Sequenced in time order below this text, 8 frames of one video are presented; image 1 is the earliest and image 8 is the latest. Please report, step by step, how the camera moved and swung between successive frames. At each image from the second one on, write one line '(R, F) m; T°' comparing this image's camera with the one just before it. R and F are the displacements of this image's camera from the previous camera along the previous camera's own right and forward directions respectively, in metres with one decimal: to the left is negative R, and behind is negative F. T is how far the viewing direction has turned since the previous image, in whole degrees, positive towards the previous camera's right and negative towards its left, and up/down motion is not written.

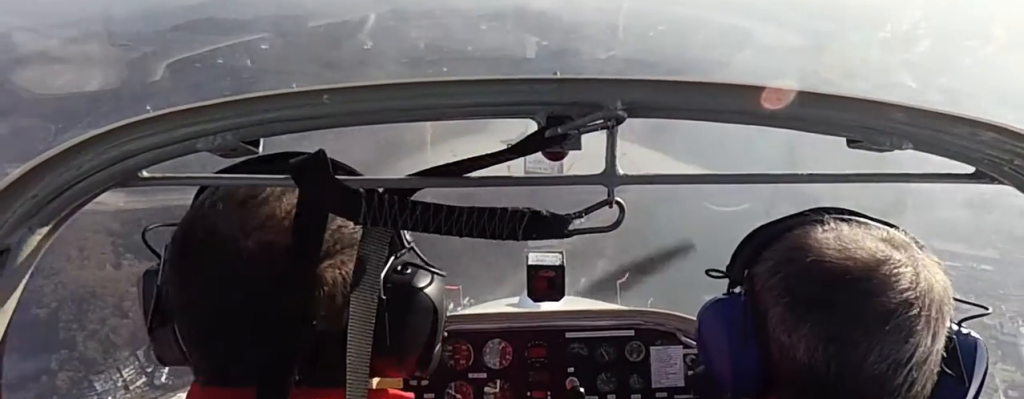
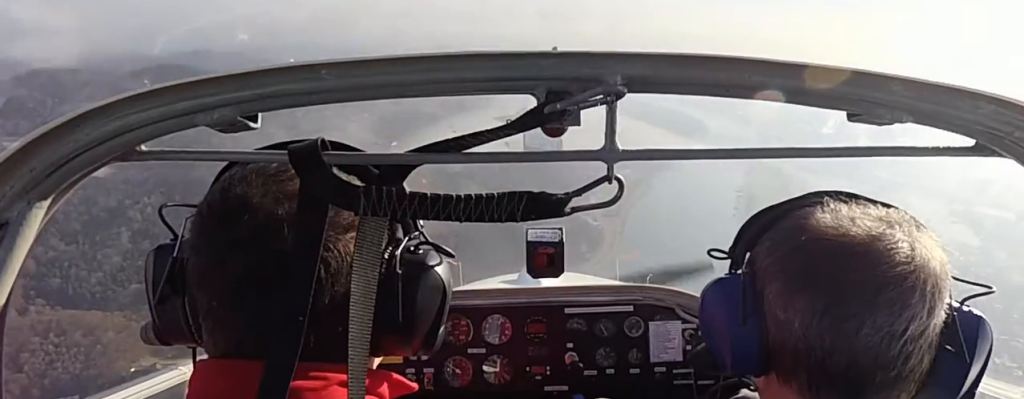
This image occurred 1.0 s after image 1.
(-0.2, +30.0) m; -1°
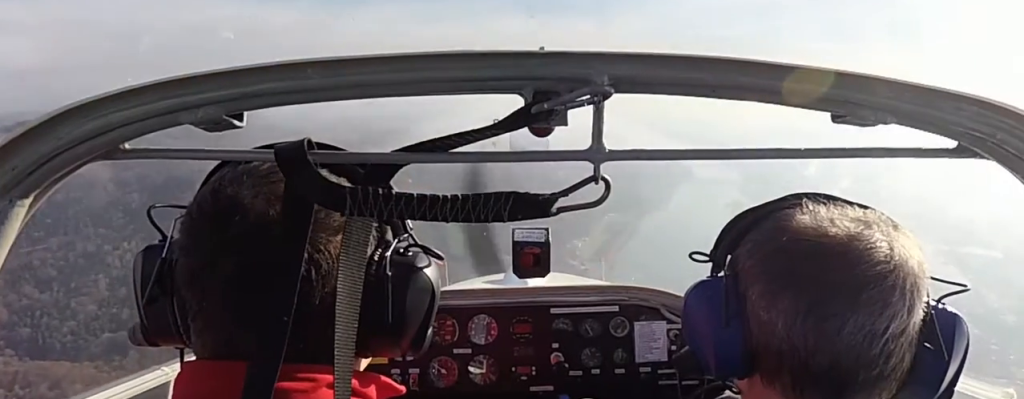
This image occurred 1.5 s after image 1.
(+0.1, +13.3) m; -1°
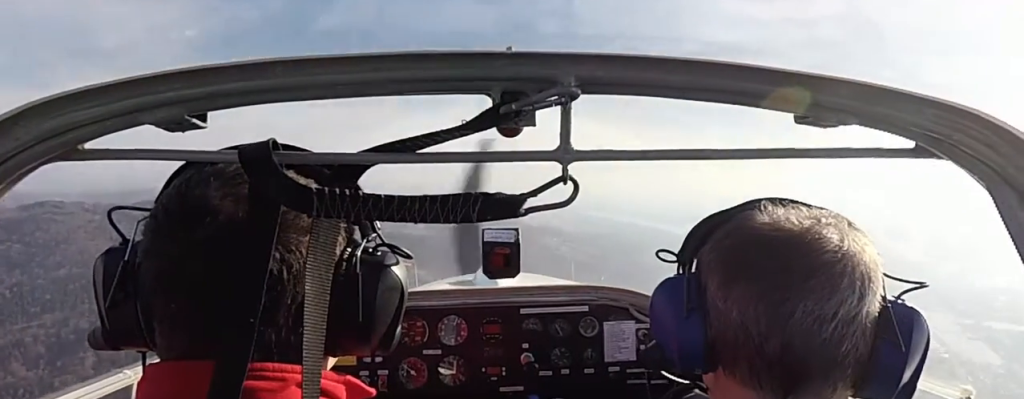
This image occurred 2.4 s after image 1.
(-0.5, +29.0) m; -1°
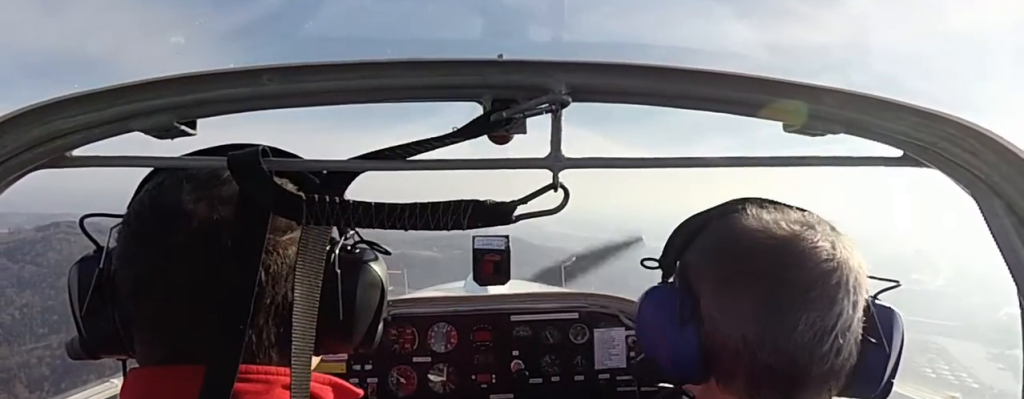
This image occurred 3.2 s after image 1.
(-0.2, +21.4) m; -1°
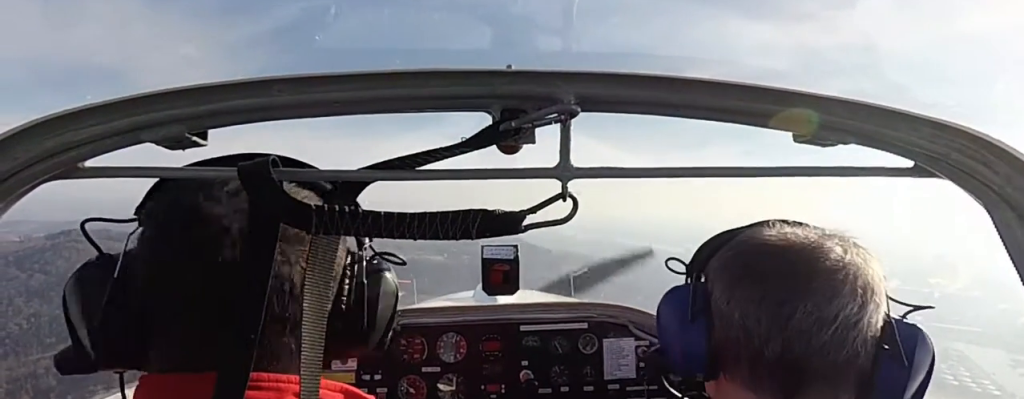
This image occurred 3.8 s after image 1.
(0.0, +19.9) m; -1°
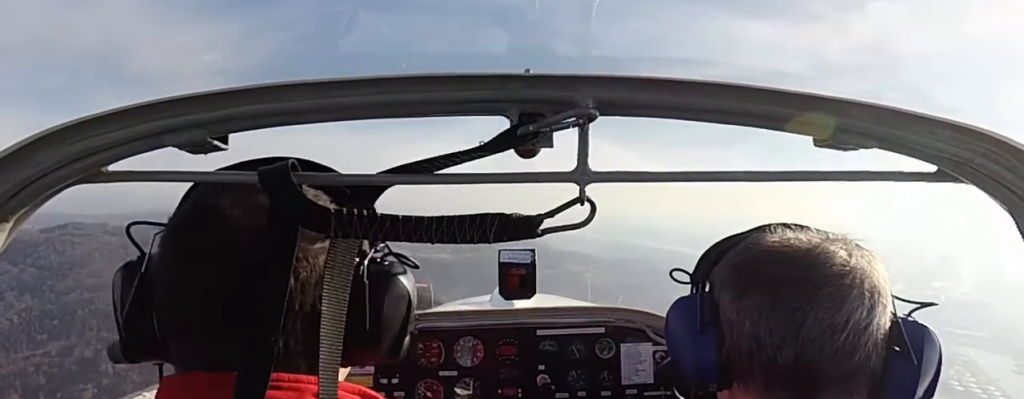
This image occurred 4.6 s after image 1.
(-0.5, +20.4) m; -1°
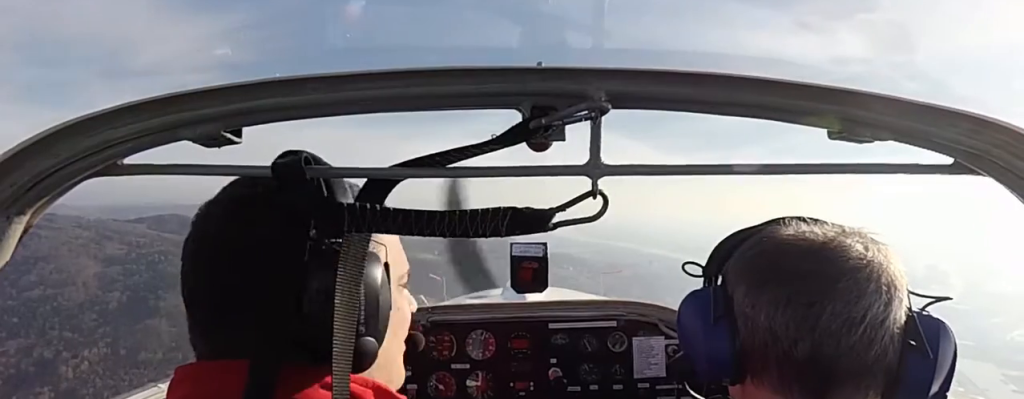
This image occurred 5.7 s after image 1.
(-0.2, +31.0) m; 0°
